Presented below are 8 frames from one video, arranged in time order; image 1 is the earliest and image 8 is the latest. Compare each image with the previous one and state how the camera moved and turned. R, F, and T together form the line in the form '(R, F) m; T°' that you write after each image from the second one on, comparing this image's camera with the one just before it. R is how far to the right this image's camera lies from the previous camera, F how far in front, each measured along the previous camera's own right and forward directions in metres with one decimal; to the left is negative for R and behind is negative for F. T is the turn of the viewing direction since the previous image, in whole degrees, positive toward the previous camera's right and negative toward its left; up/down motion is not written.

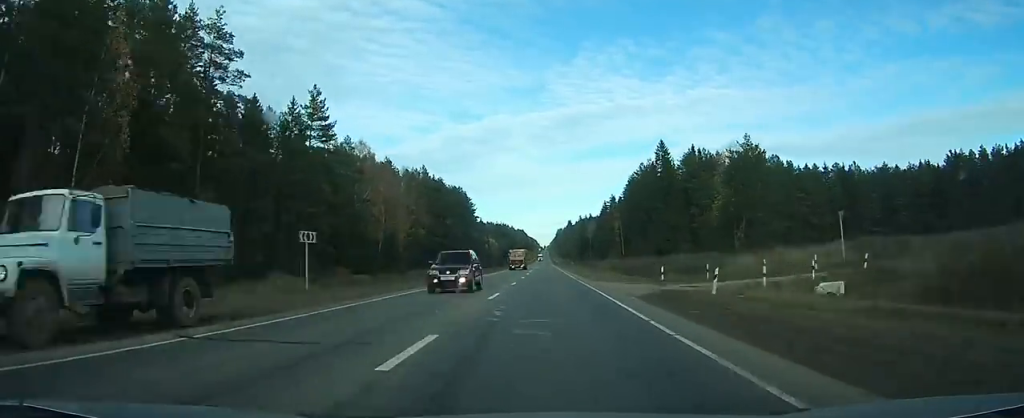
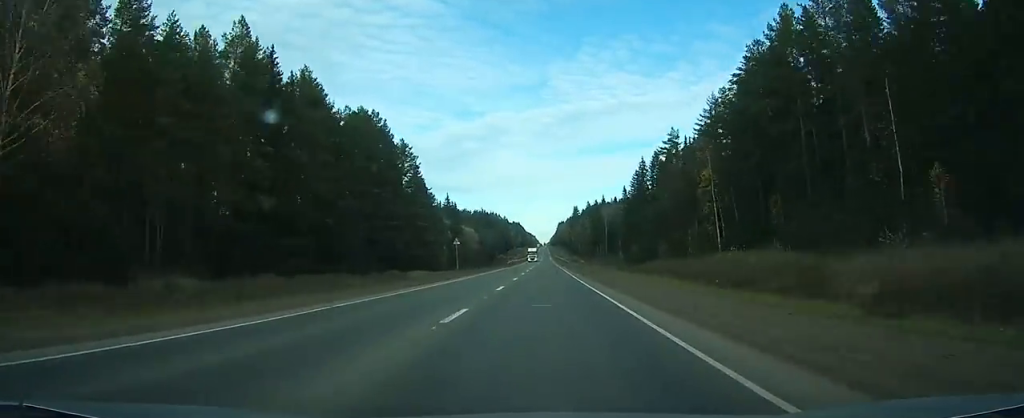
(+0.4, +103.3) m; 0°
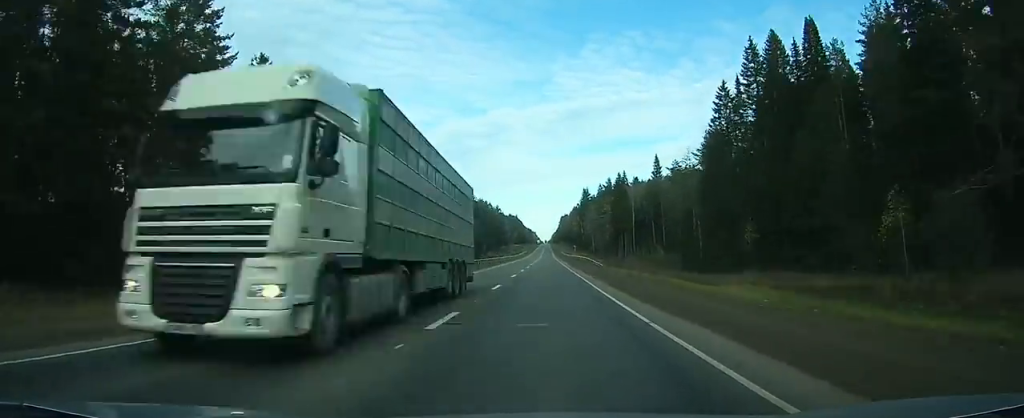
(-0.5, +85.1) m; 0°
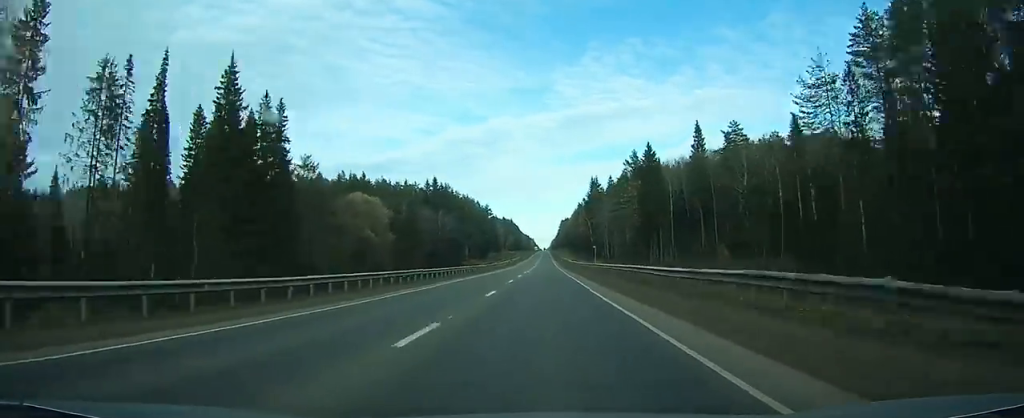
(+0.3, +61.9) m; 0°
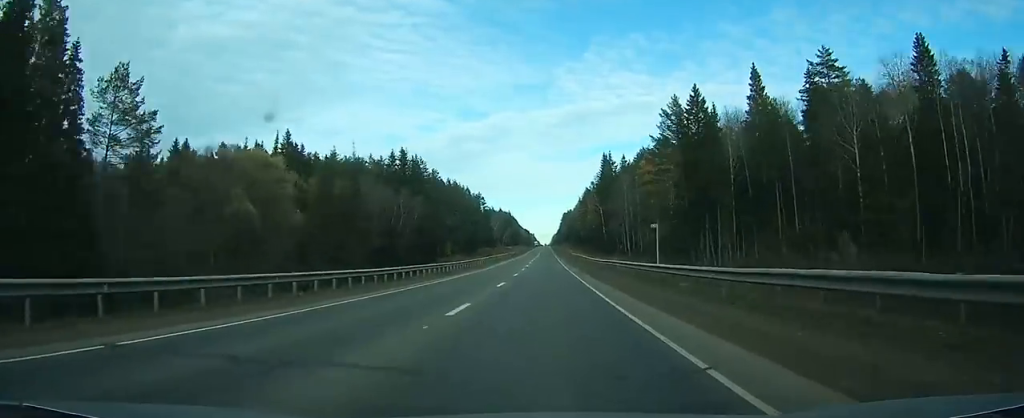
(-0.1, +43.8) m; 0°
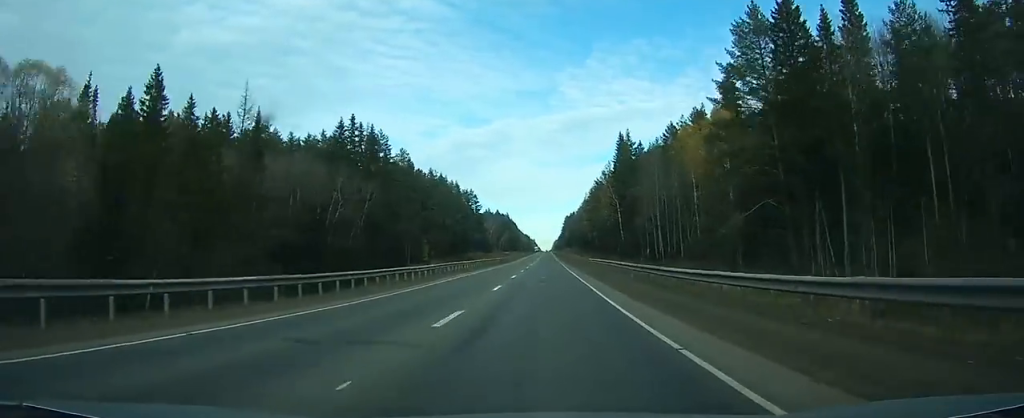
(+0.1, +37.8) m; 0°
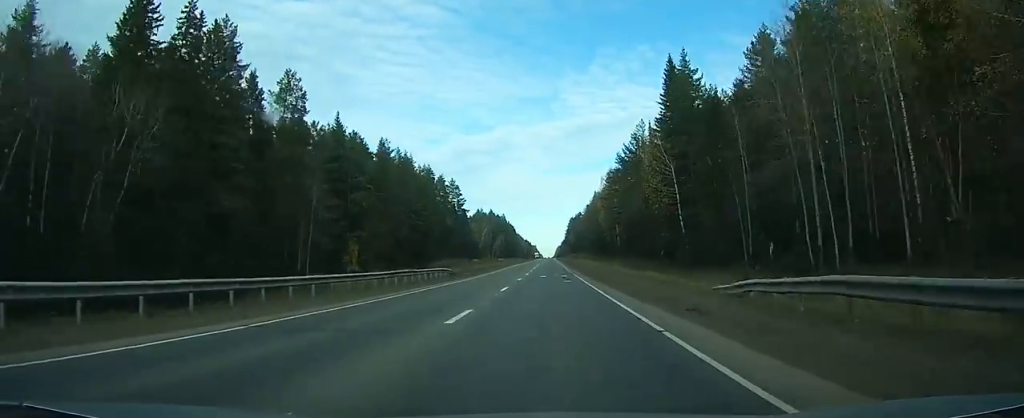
(0.0, +59.0) m; 0°
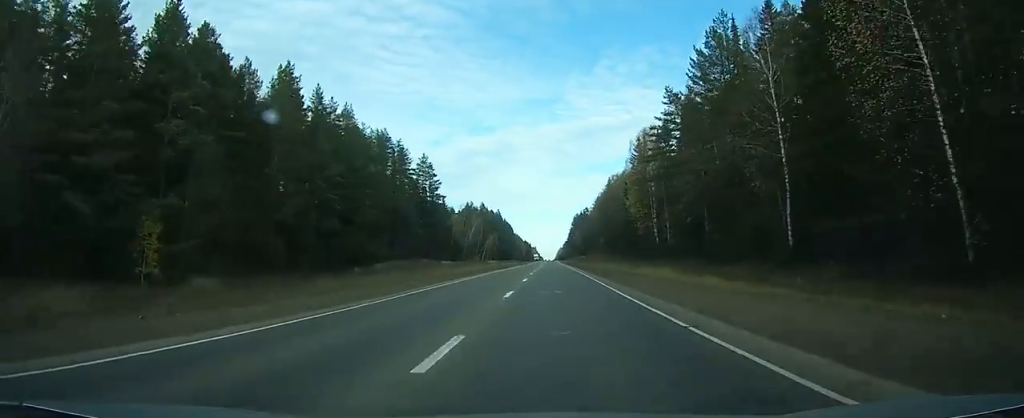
(-0.1, +52.9) m; 0°
